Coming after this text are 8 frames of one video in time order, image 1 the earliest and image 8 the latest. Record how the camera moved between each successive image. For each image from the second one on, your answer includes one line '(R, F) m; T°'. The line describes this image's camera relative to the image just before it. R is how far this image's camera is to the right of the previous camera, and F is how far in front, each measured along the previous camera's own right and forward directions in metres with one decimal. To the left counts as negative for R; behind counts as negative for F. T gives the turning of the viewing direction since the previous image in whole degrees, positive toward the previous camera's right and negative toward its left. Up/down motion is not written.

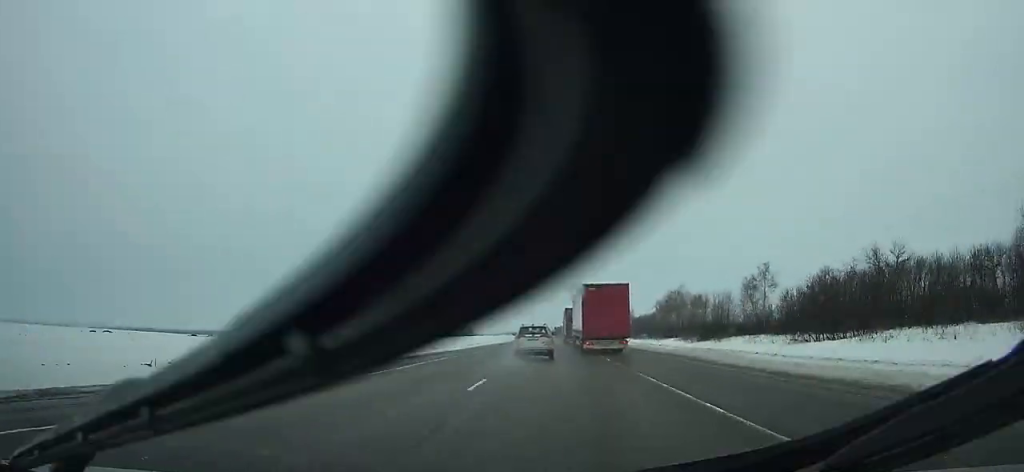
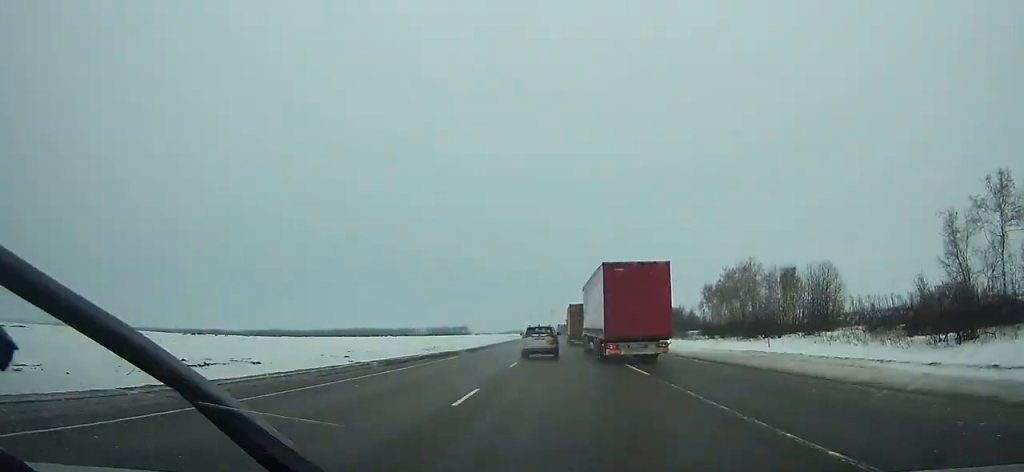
(+0.1, +63.7) m; 0°
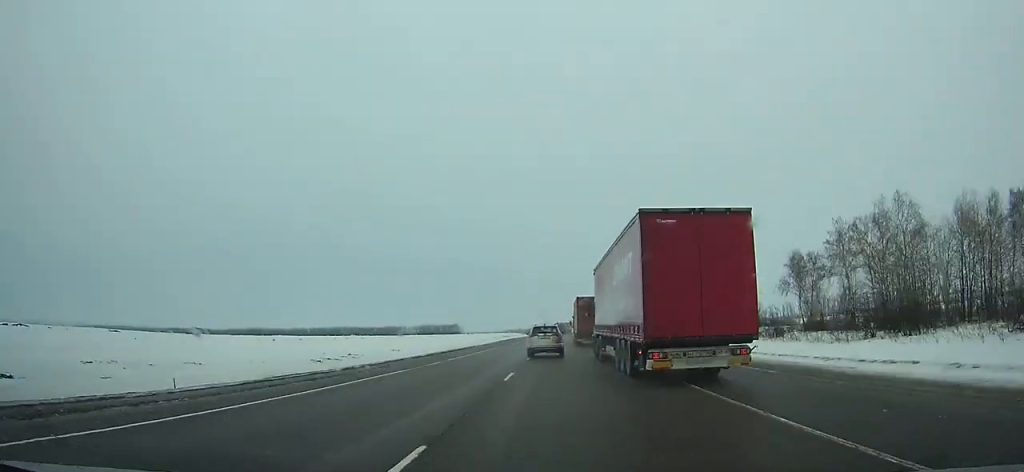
(0.0, +55.3) m; 0°
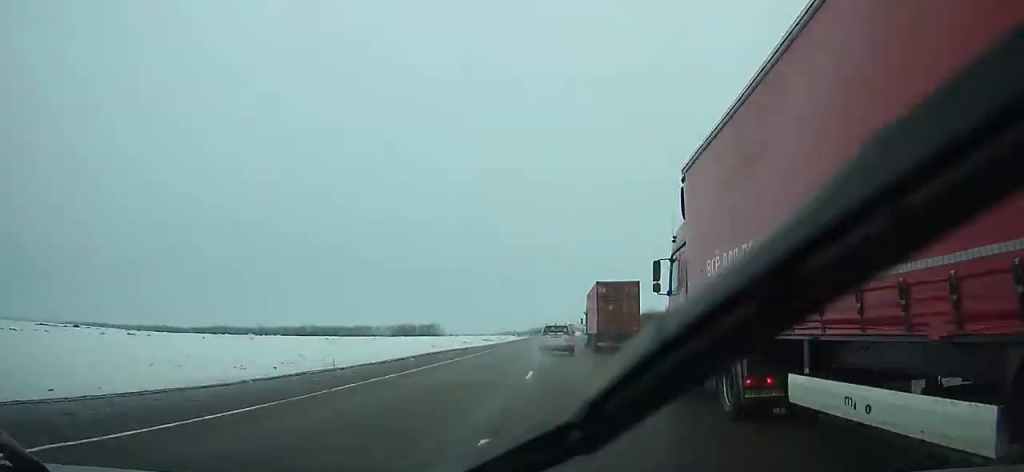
(0.0, +84.0) m; 0°
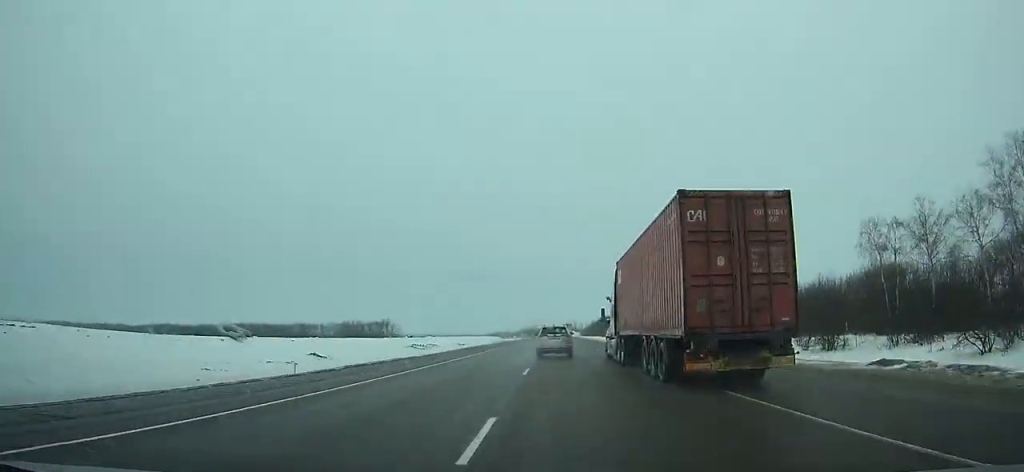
(+0.3, +105.9) m; 0°
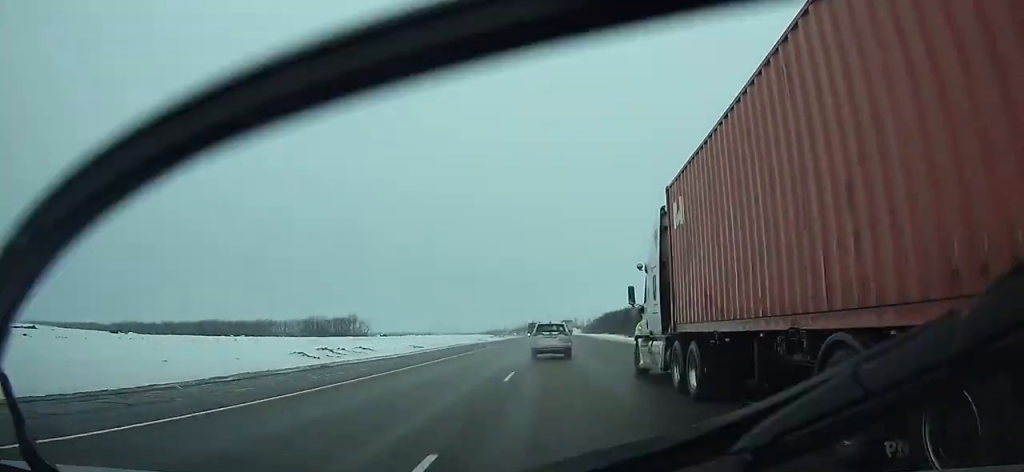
(+0.1, +47.6) m; 0°
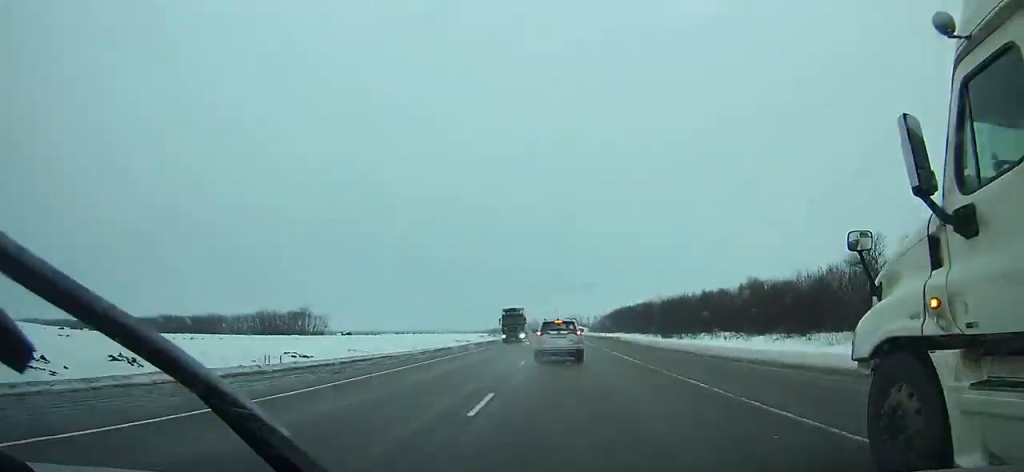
(+0.1, +52.6) m; 0°
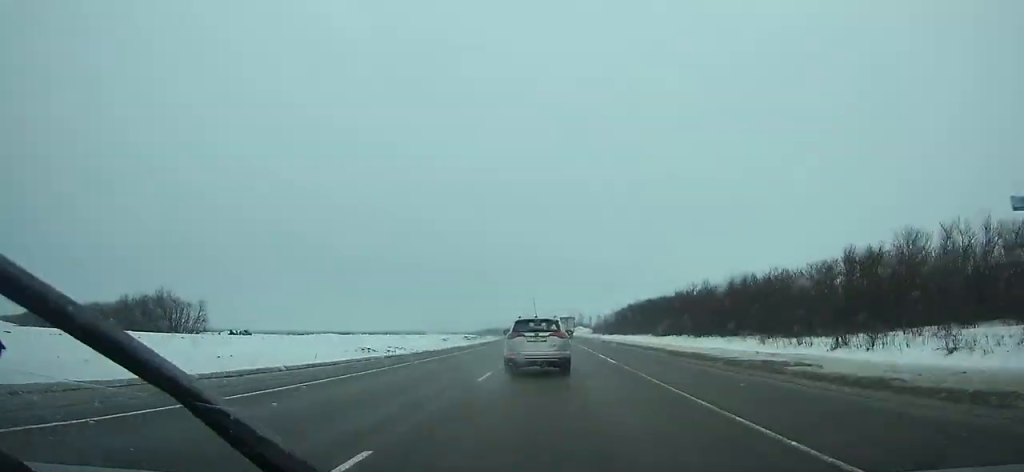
(0.0, +75.1) m; 0°
